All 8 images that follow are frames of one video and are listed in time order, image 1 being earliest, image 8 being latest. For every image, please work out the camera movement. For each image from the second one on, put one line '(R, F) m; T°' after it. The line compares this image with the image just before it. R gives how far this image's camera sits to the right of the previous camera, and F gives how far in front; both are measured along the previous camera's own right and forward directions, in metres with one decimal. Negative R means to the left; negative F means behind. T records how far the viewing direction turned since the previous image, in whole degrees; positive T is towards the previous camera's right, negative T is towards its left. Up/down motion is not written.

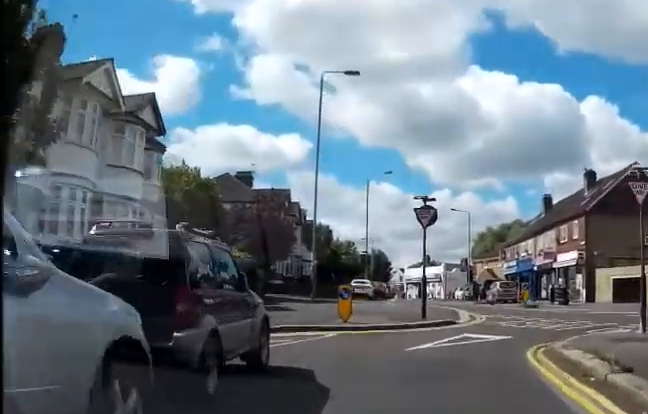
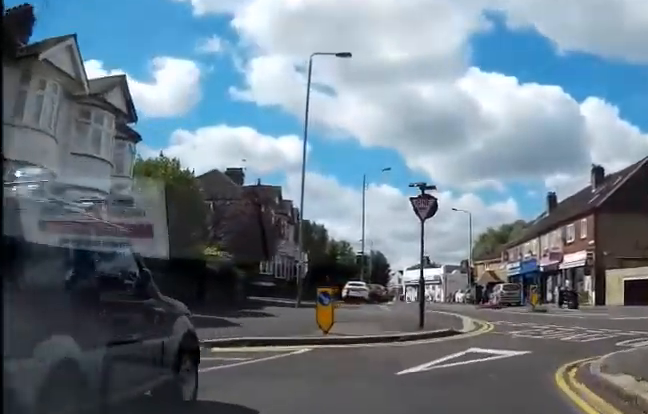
(0.0, +2.3) m; -2°
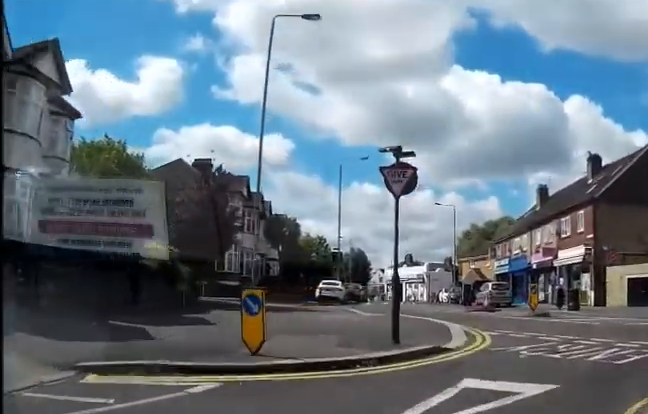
(-0.3, +3.3) m; -4°
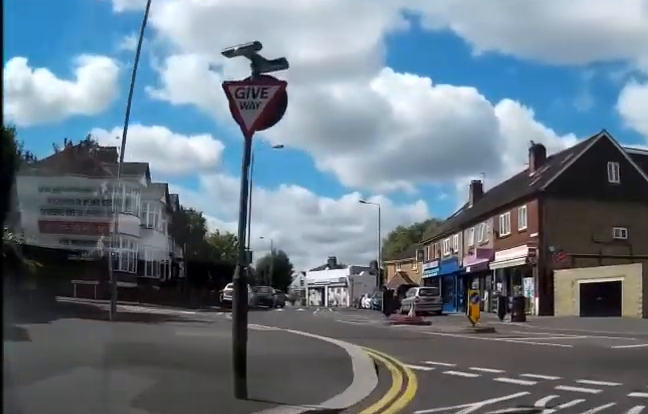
(0.0, +4.2) m; +3°
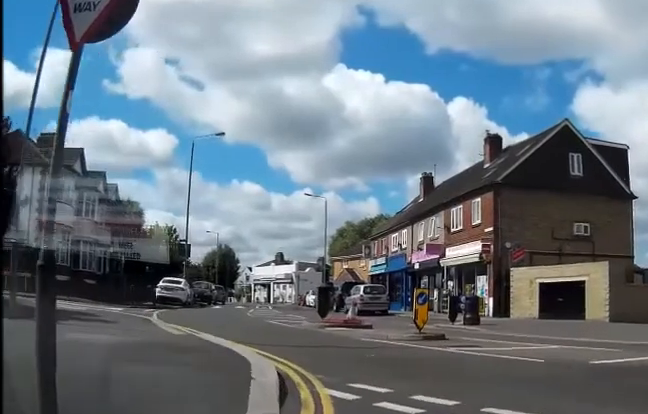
(+0.1, +2.0) m; +3°
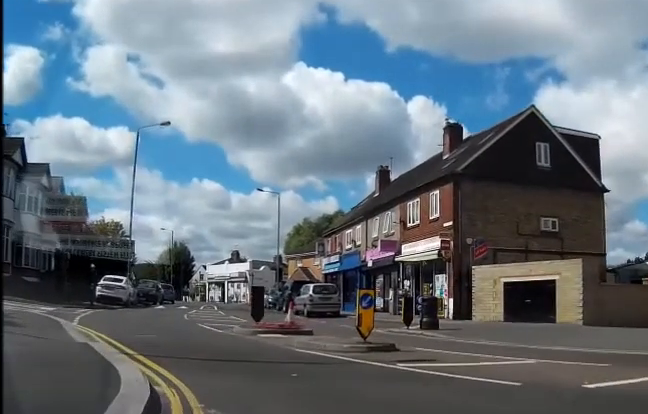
(0.0, +2.2) m; 0°
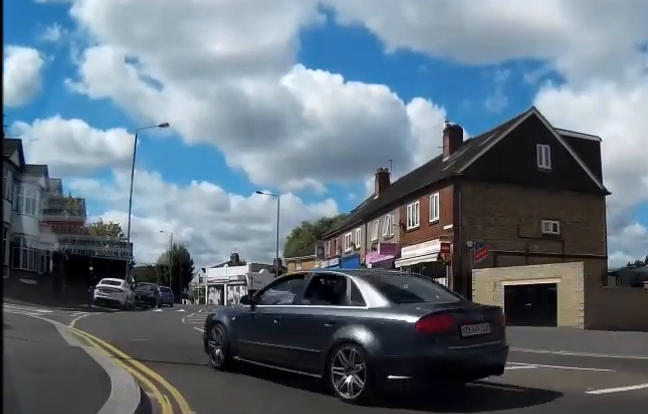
(-0.3, +0.8) m; 0°
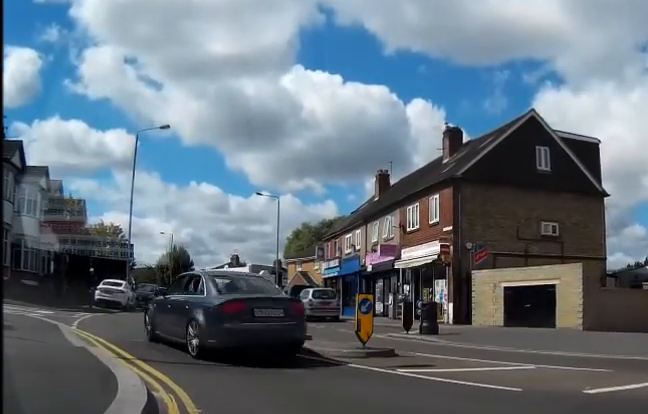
(-0.2, 0.0) m; 0°
